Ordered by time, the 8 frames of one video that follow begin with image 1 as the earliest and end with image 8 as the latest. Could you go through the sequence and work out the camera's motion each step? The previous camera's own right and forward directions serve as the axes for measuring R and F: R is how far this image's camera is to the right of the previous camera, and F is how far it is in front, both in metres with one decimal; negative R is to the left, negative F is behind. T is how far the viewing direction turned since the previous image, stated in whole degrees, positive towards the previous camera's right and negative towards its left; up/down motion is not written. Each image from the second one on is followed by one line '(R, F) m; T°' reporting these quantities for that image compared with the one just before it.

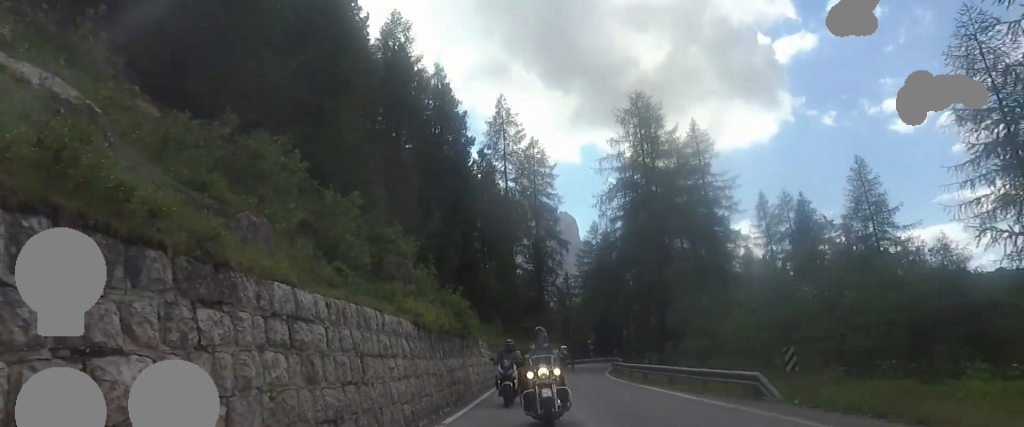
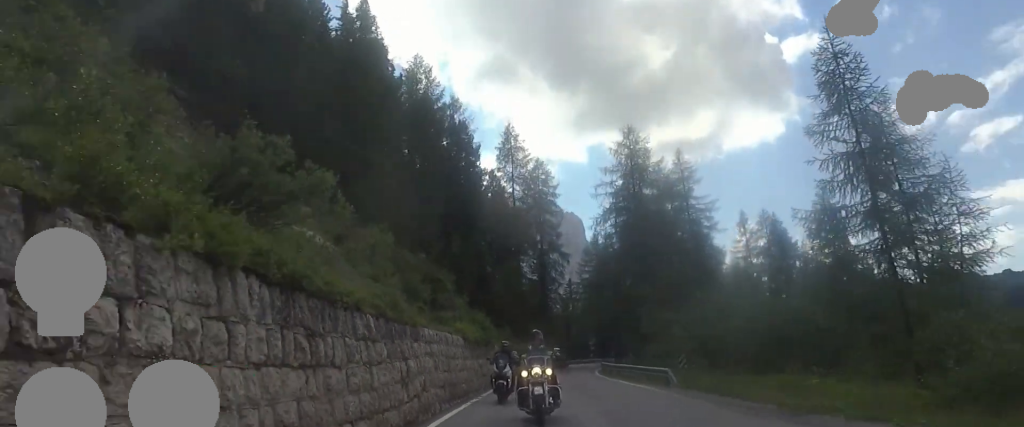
(-0.2, +8.8) m; 0°
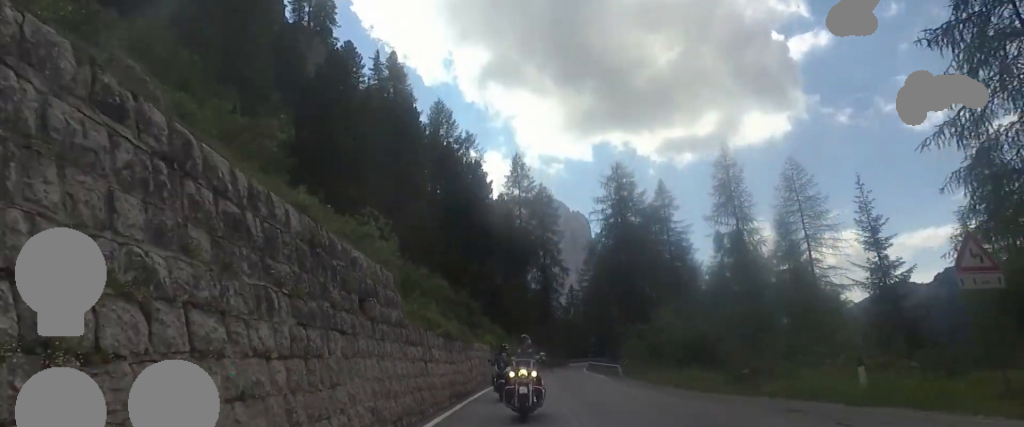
(+0.4, +13.1) m; +5°
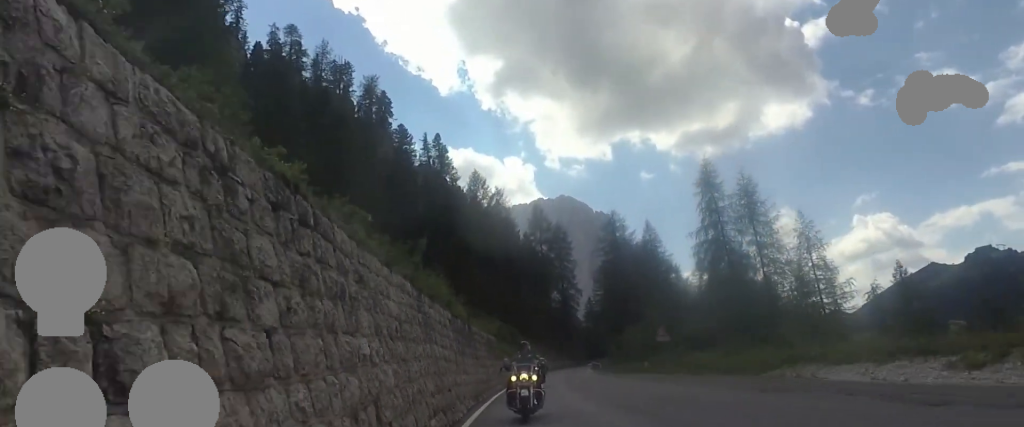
(-2.0, +27.1) m; -10°
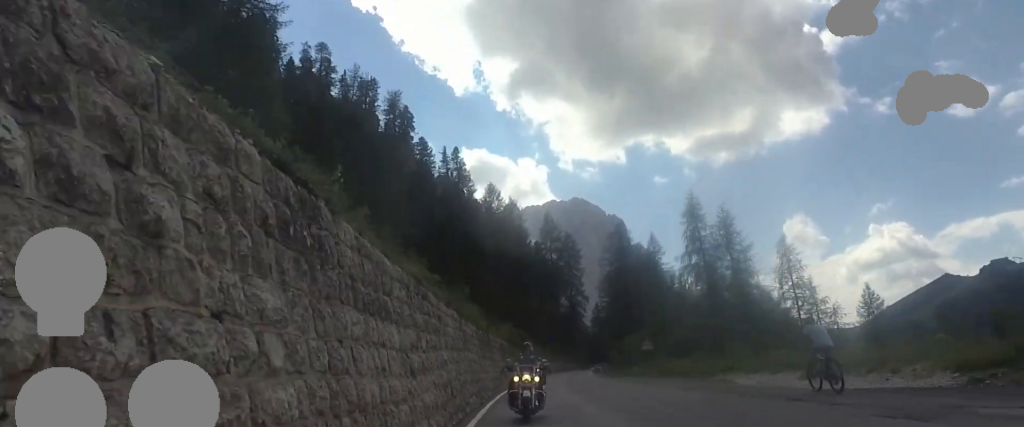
(+0.2, +7.6) m; +2°
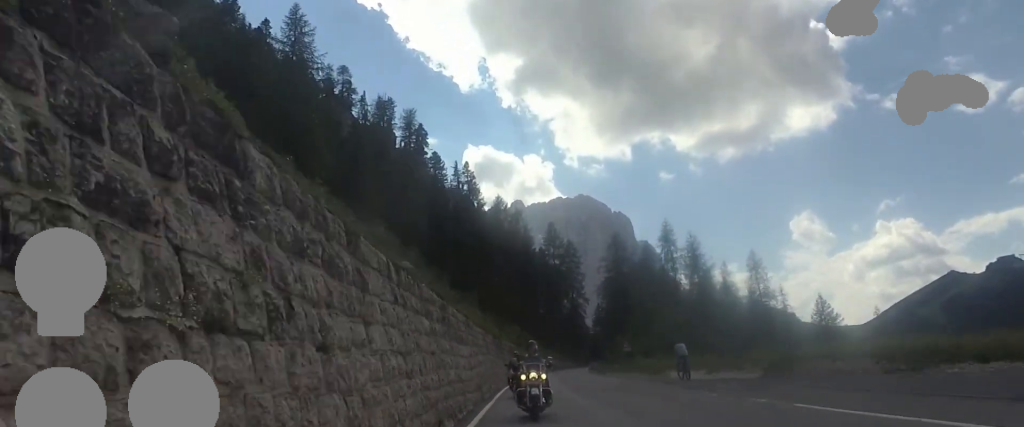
(+0.4, +11.4) m; +3°
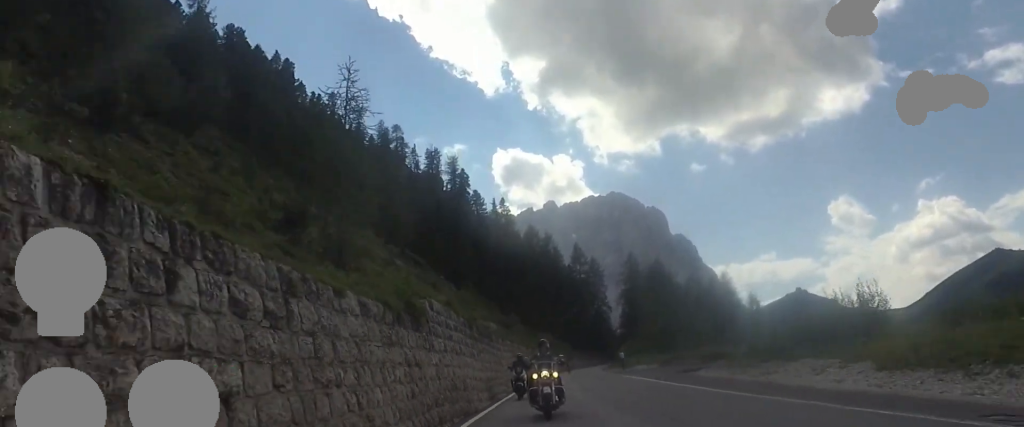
(0.0, +27.9) m; -4°
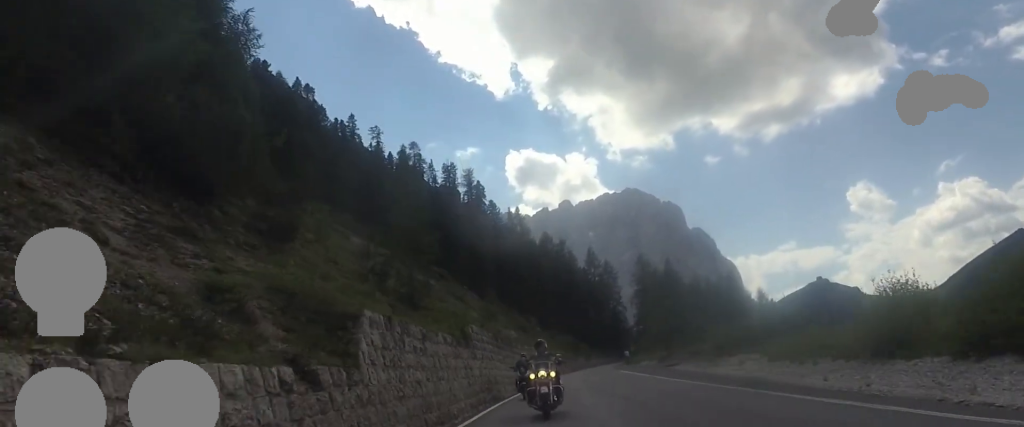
(-0.1, +8.4) m; -3°
